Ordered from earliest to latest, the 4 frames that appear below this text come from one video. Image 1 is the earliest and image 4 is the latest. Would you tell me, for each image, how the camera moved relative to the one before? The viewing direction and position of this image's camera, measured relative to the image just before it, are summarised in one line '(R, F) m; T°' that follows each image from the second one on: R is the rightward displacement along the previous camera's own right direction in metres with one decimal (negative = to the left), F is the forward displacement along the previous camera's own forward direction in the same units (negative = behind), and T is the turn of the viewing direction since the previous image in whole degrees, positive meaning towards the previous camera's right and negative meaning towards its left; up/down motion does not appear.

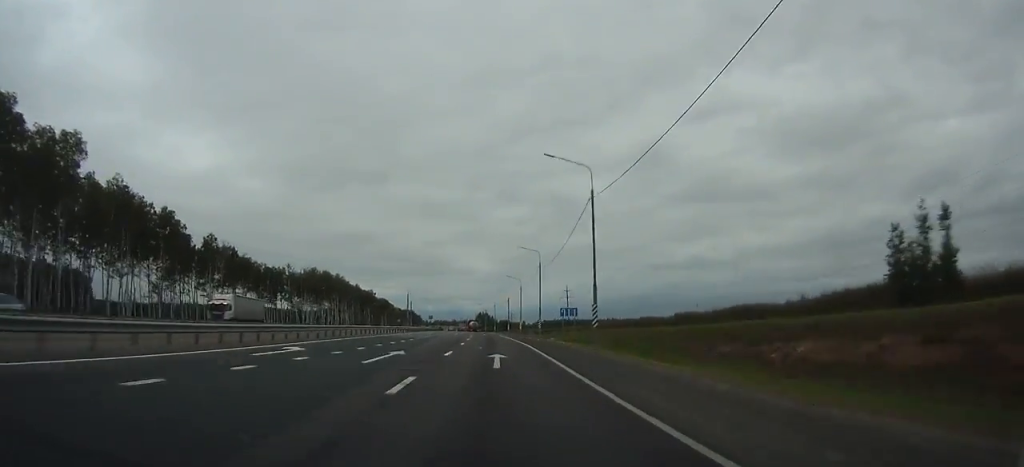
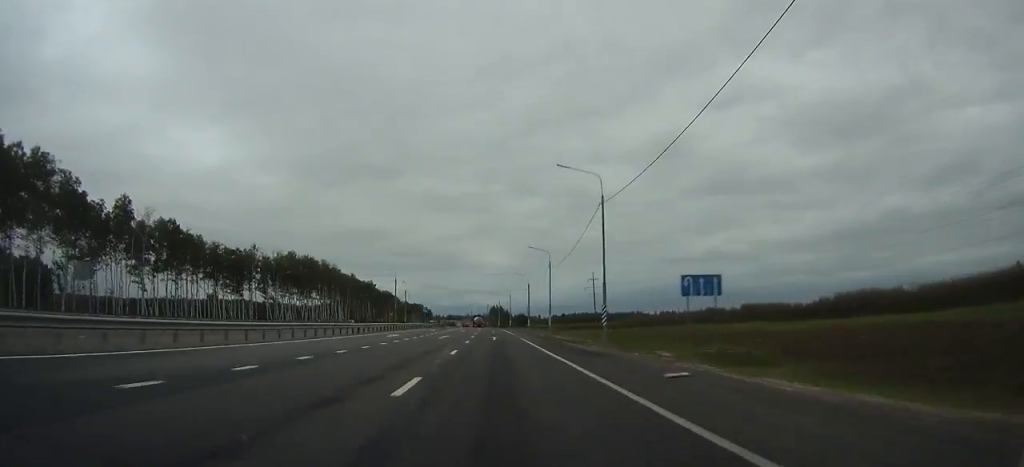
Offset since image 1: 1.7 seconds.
(+0.4, +36.6) m; 0°
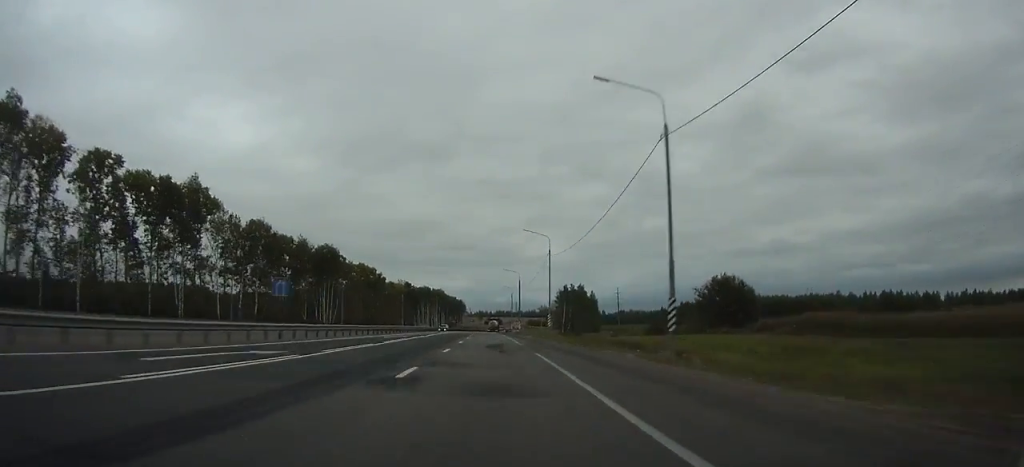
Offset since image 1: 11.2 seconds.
(-7.6, +212.2) m; -5°
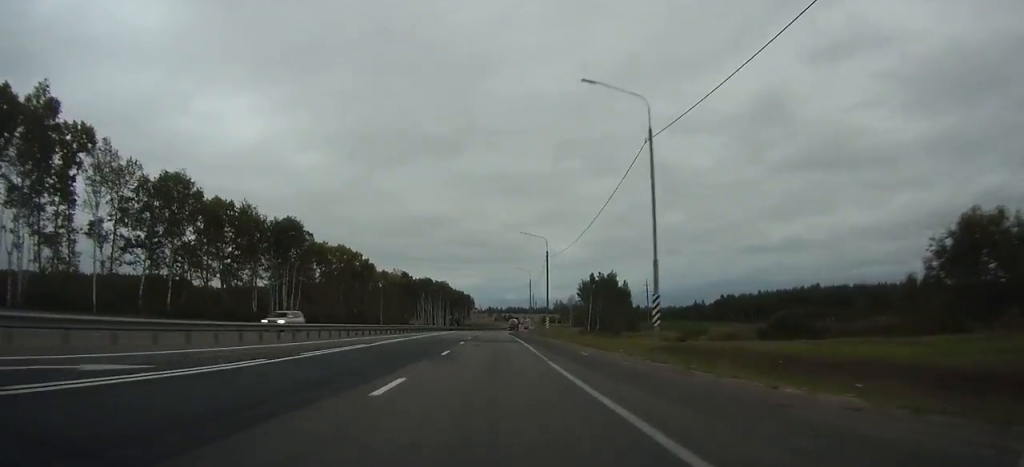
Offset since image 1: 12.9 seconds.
(-0.4, +38.8) m; -1°
